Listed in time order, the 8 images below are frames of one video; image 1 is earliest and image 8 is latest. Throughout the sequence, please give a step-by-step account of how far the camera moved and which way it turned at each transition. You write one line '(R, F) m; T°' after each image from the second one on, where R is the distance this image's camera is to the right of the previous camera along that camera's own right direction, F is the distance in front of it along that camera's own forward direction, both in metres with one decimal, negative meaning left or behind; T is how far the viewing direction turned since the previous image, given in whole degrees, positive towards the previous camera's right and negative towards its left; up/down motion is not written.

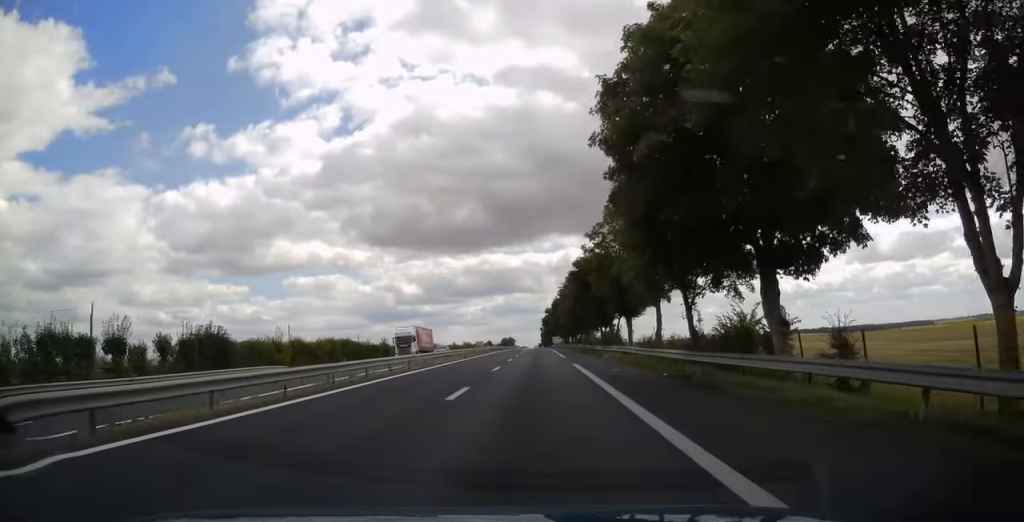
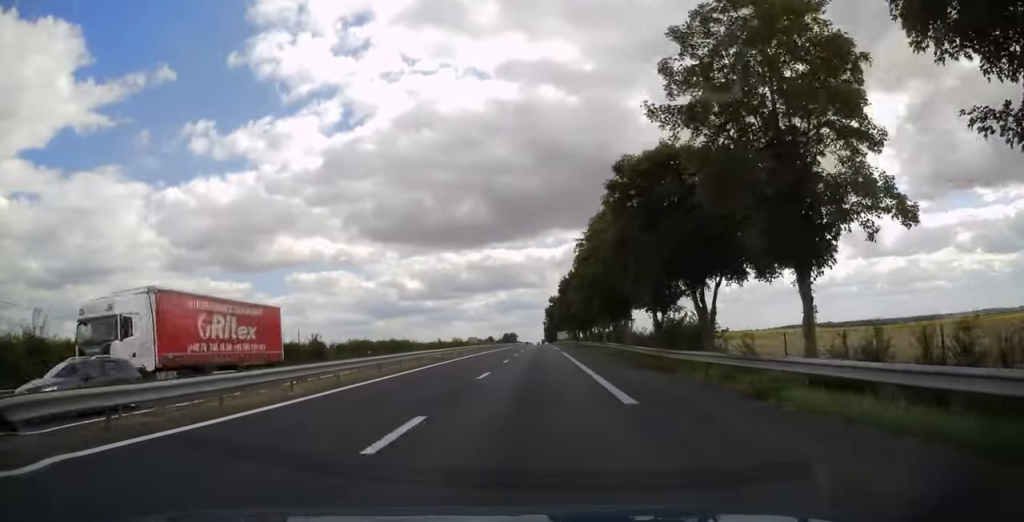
(0.0, +31.6) m; 0°
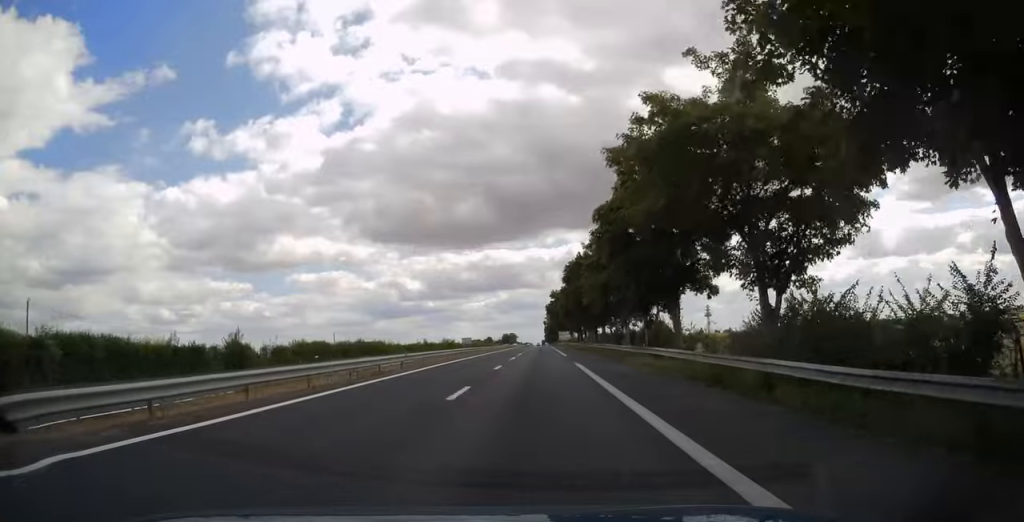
(-0.1, +18.8) m; 0°
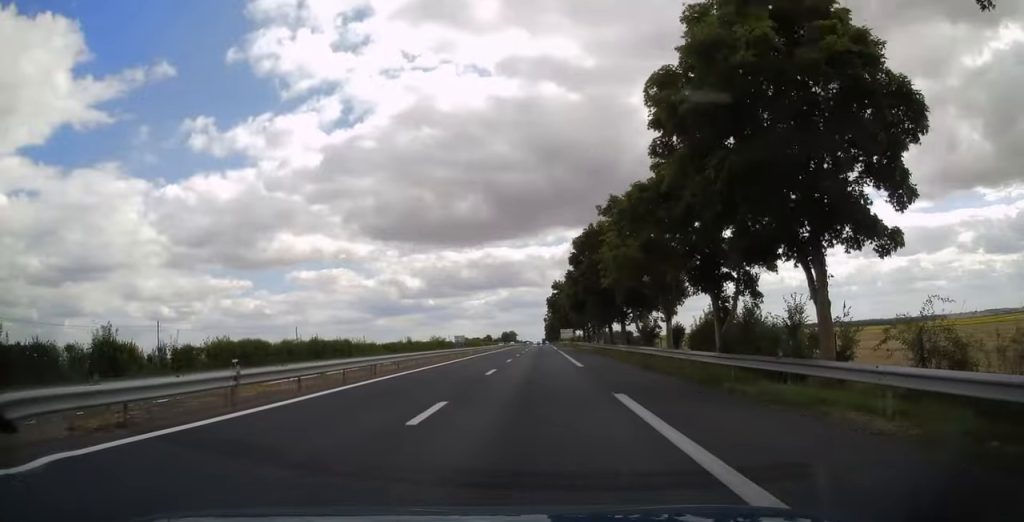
(0.0, +16.8) m; 0°
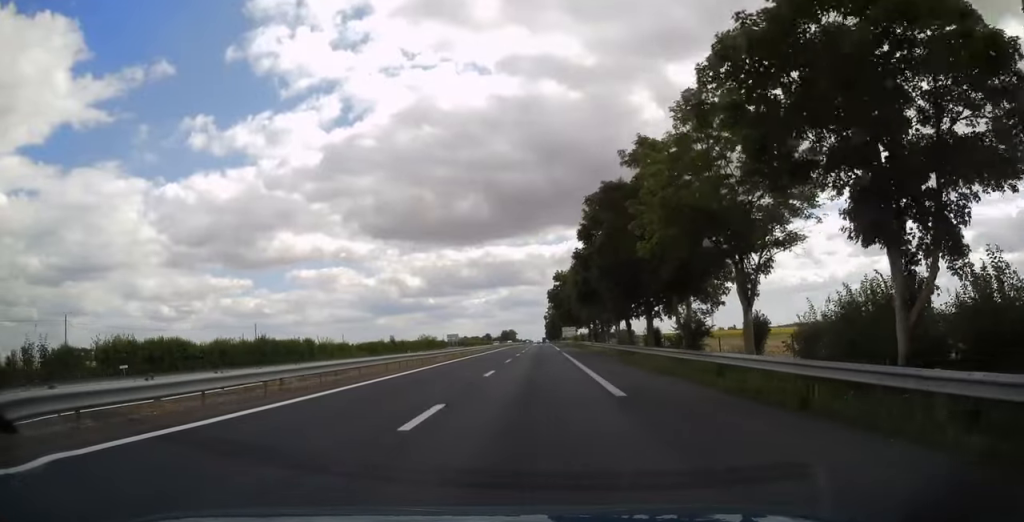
(0.0, +13.3) m; 0°
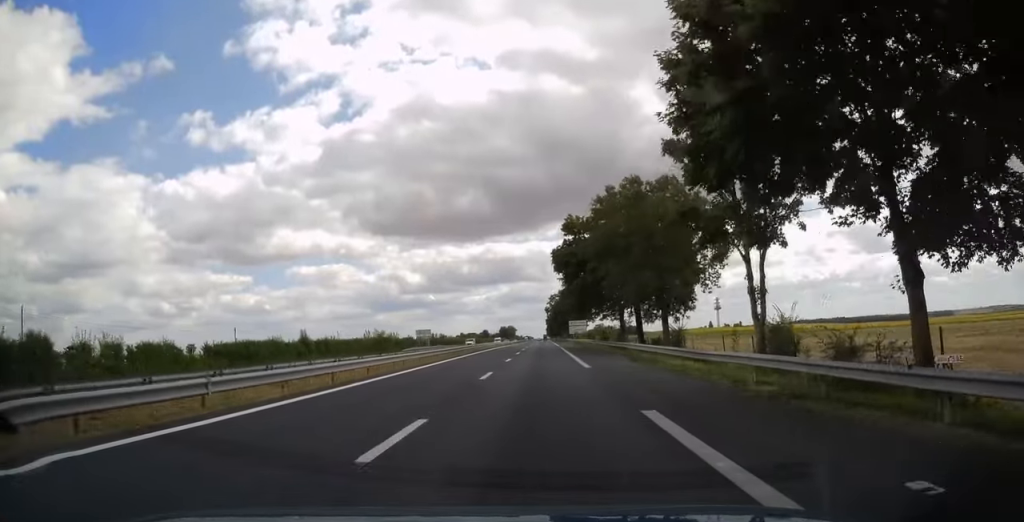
(-0.1, +40.1) m; 0°
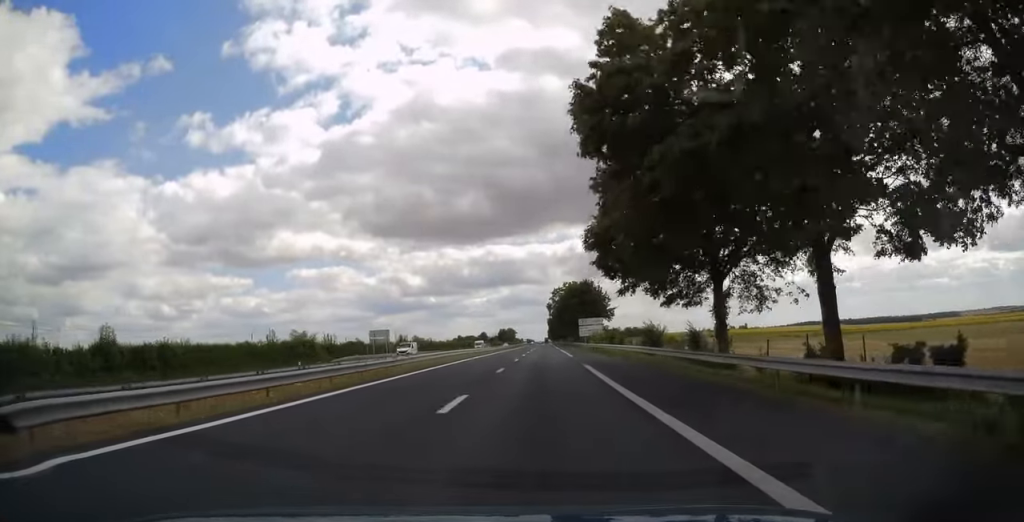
(+0.1, +33.1) m; 0°
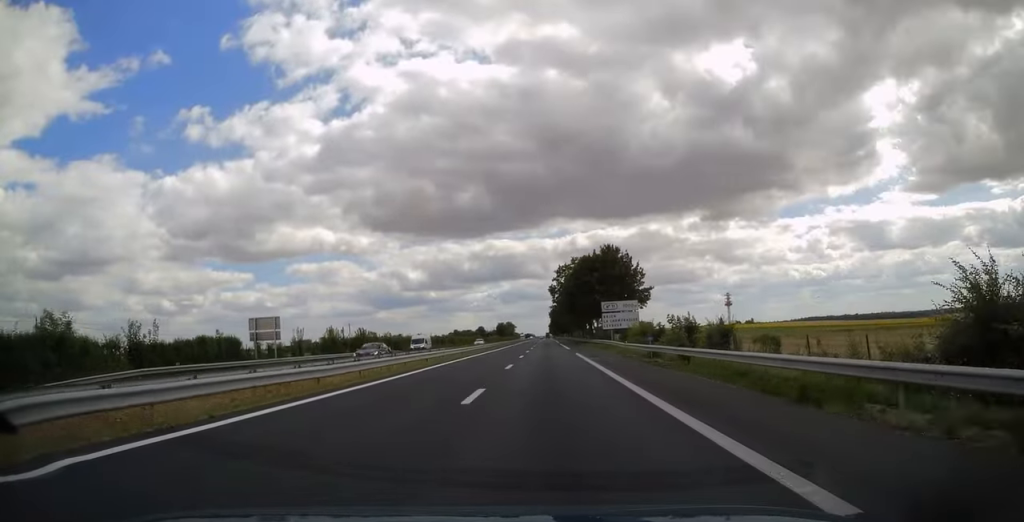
(0.0, +37.1) m; 0°
